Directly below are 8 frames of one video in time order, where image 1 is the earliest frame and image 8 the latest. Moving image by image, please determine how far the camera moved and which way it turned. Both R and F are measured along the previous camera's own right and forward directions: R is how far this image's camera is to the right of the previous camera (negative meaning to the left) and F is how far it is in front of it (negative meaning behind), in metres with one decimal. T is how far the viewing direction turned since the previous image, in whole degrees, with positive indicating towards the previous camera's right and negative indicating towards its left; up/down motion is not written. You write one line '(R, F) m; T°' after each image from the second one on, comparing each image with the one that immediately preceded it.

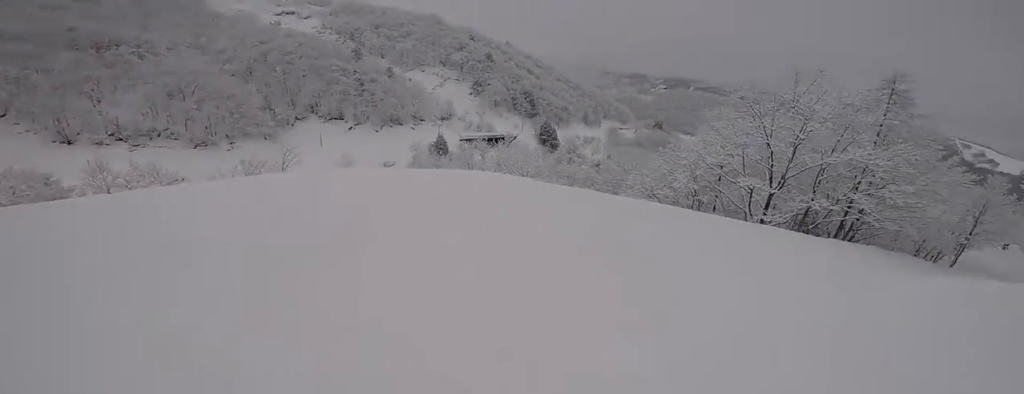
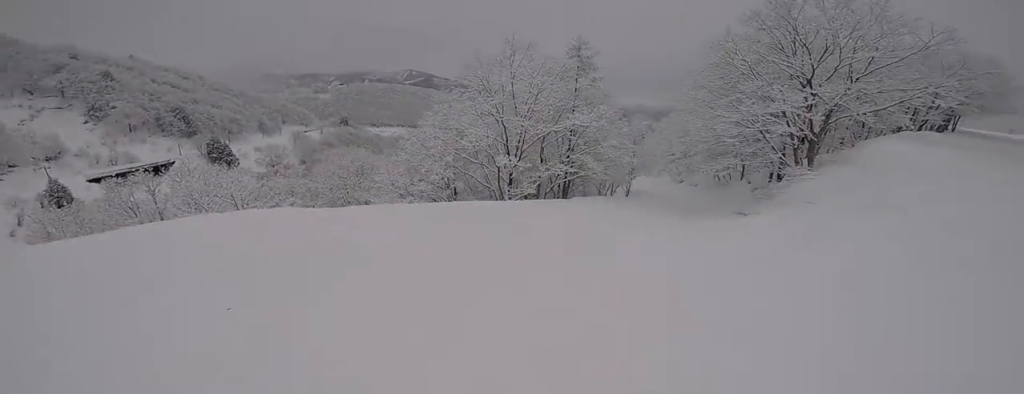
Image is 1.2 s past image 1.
(+0.9, +2.9) m; +51°
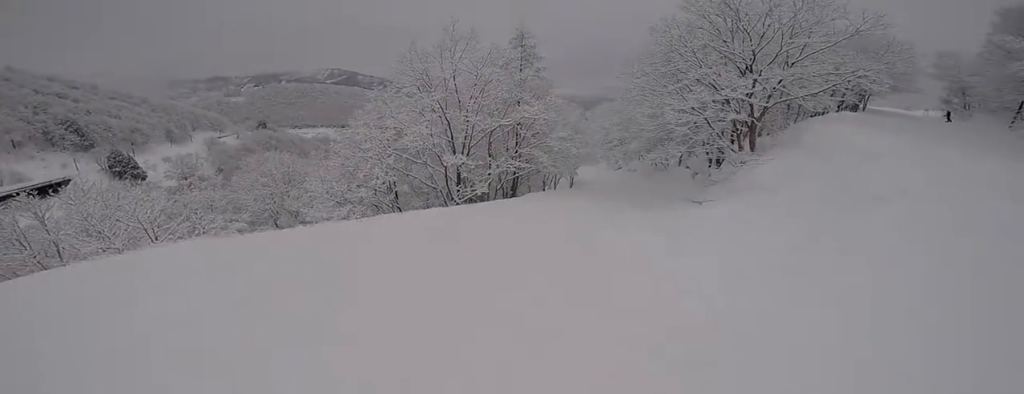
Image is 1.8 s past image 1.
(+0.6, +1.8) m; +23°
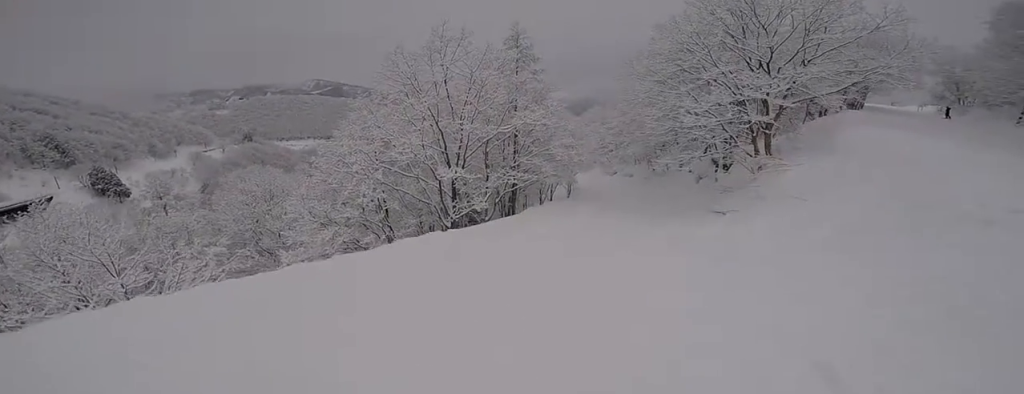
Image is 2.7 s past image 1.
(+0.9, +3.4) m; +17°
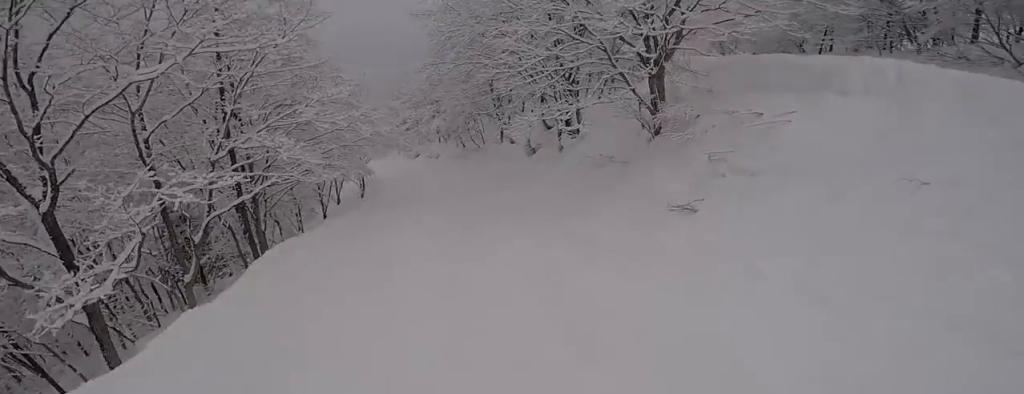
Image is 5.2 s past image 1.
(+4.2, +11.3) m; +29°
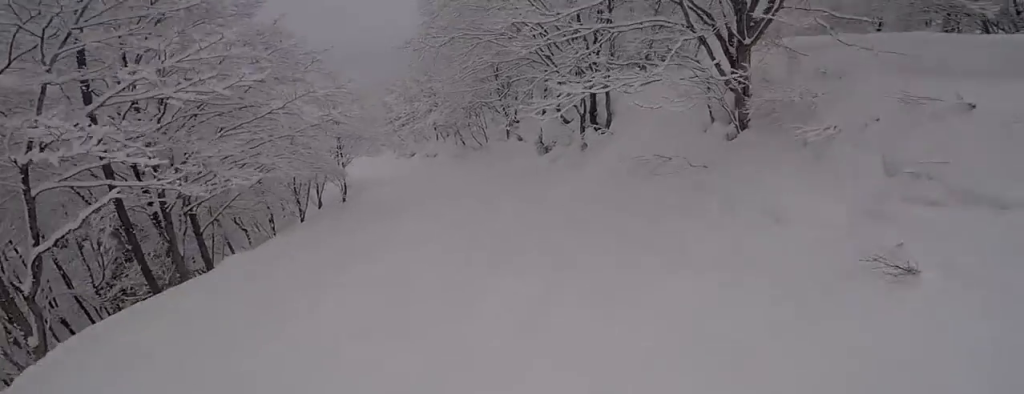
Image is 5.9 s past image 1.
(-0.2, +4.2) m; -7°
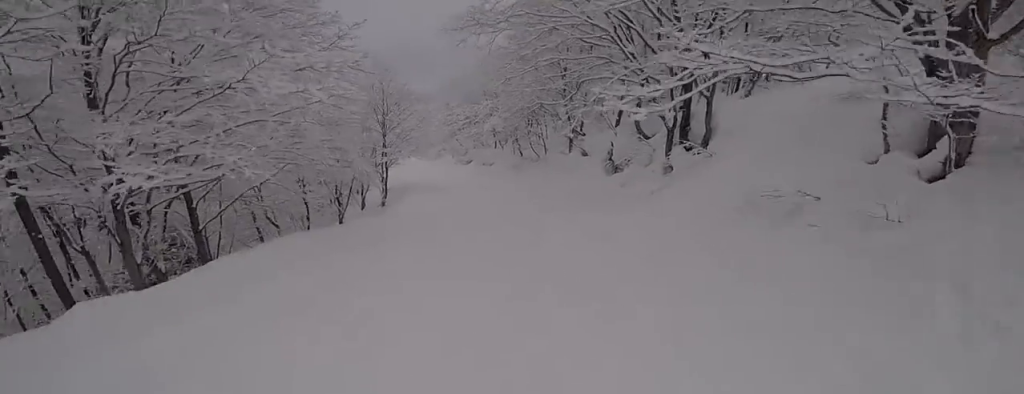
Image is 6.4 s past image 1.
(-0.4, +3.4) m; -8°
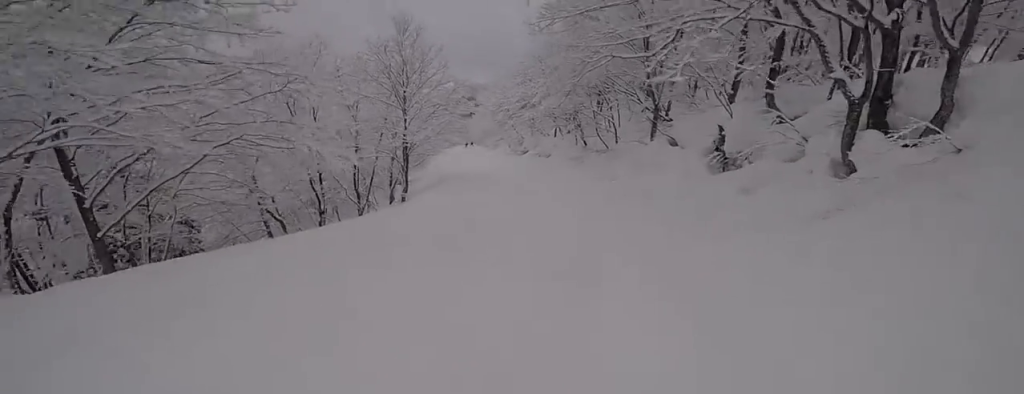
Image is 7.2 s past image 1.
(-0.4, +6.0) m; -7°
